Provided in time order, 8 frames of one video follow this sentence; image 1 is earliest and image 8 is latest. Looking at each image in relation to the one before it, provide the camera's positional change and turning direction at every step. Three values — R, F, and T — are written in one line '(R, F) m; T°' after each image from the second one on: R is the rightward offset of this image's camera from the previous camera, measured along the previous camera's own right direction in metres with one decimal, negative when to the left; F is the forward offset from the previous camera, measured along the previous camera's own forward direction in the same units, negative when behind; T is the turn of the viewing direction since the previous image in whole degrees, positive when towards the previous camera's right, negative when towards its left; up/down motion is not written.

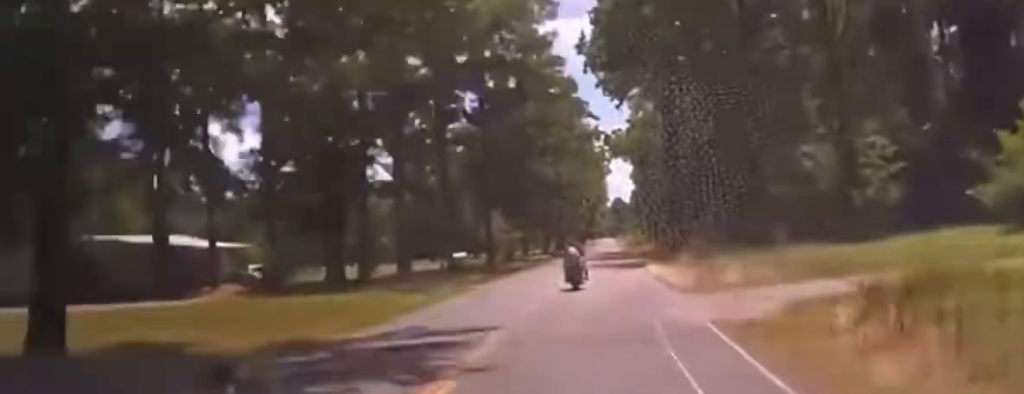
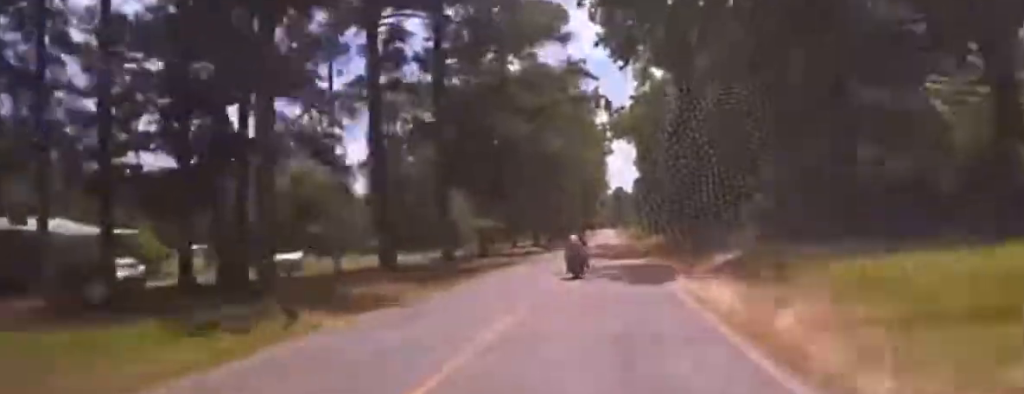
(0.0, +19.0) m; 0°
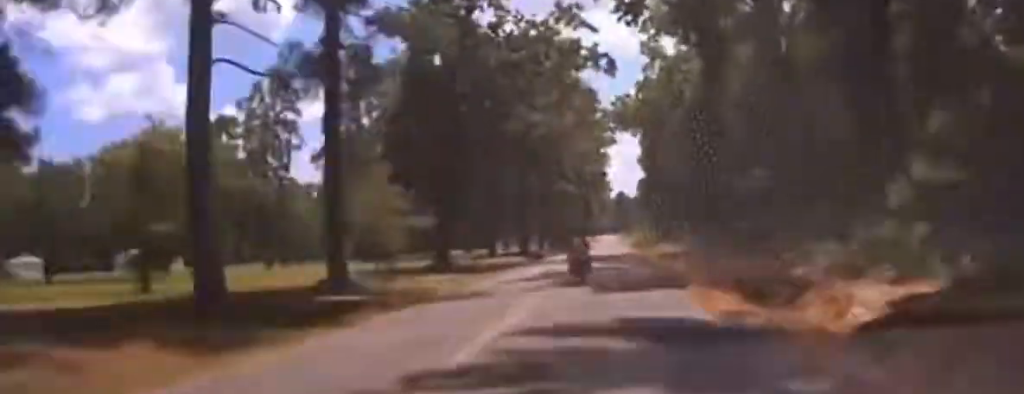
(0.0, +20.5) m; 0°
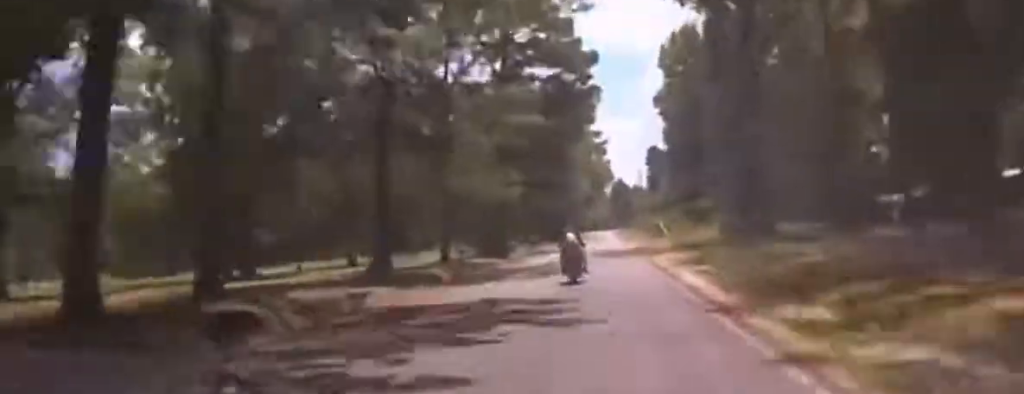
(+0.1, +88.8) m; 0°
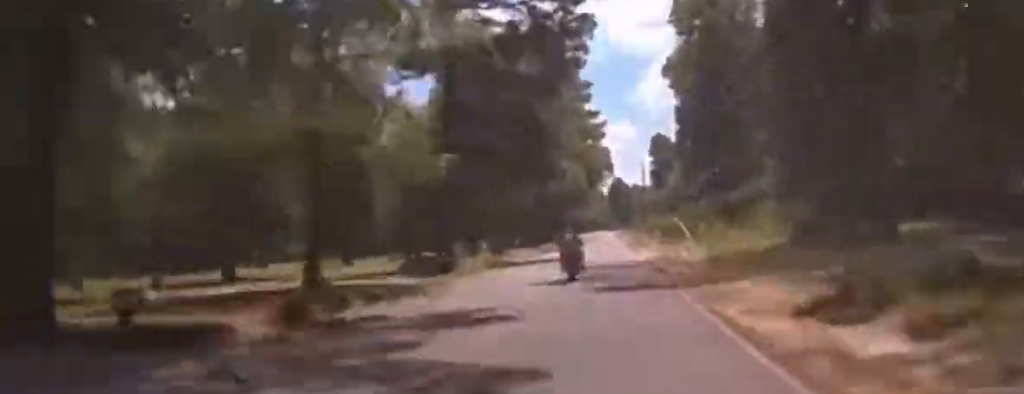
(0.0, +24.6) m; 0°
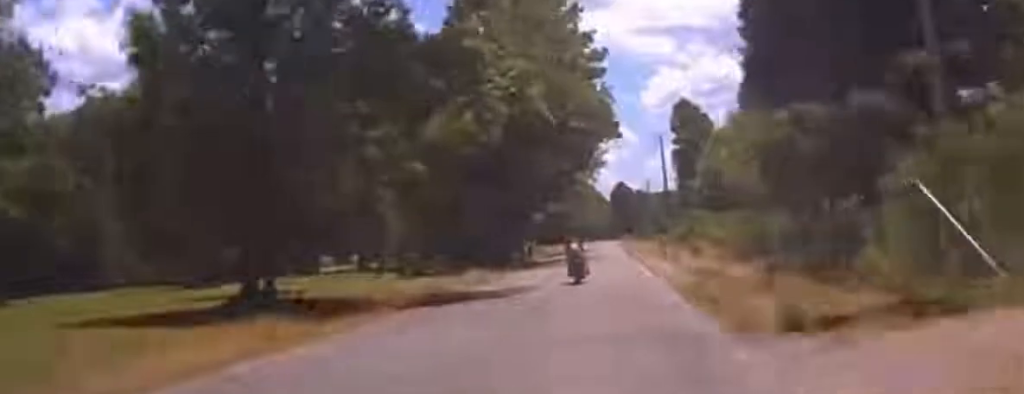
(0.0, +48.6) m; 0°
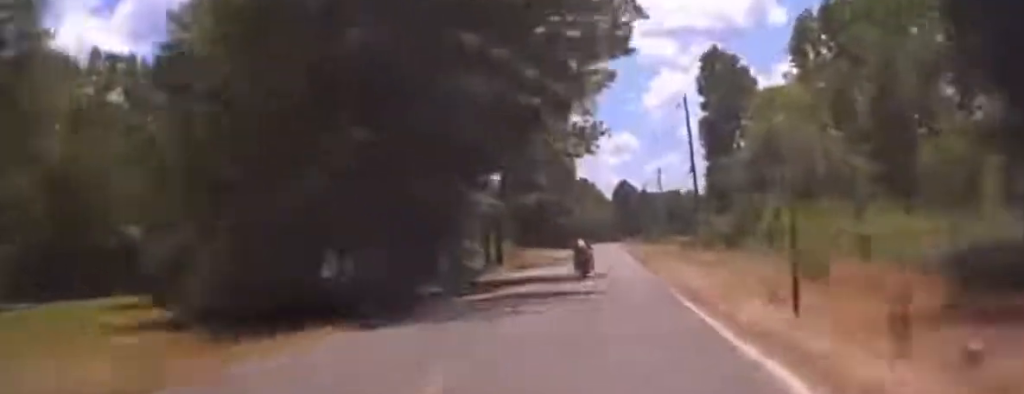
(0.0, +30.3) m; 0°
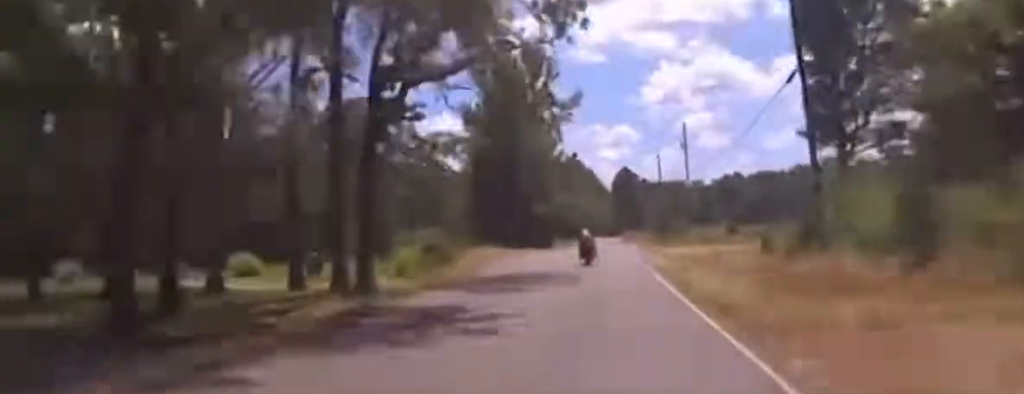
(0.0, +40.1) m; 0°
